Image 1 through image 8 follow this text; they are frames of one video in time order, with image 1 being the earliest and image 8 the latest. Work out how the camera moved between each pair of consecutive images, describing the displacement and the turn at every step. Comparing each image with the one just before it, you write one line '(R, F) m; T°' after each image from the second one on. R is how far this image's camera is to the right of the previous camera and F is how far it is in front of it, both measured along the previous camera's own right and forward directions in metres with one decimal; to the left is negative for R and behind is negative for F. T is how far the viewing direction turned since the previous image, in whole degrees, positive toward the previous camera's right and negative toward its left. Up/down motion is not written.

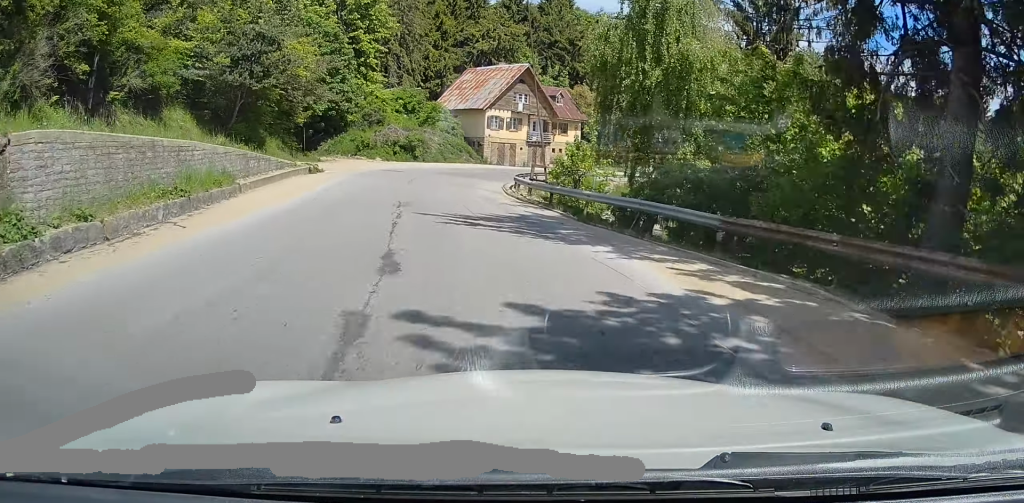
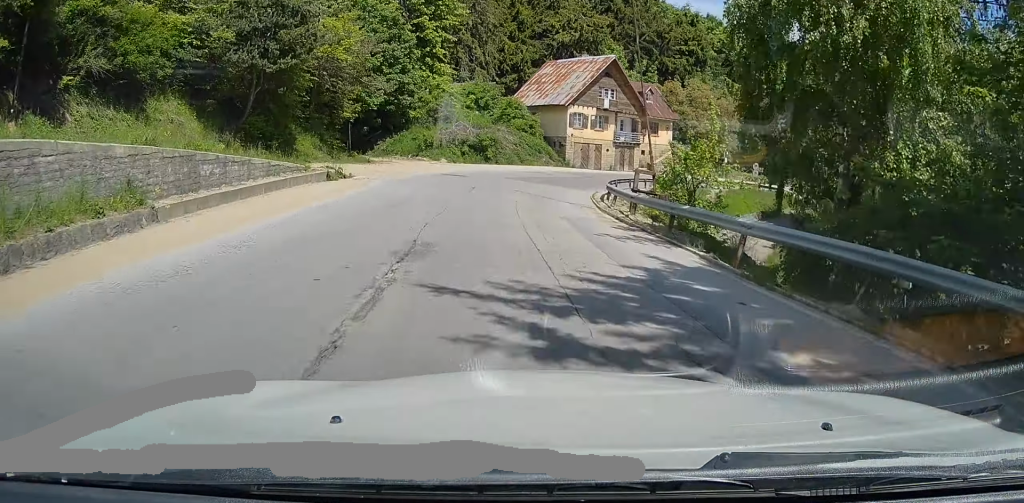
(-0.3, +7.7) m; -1°
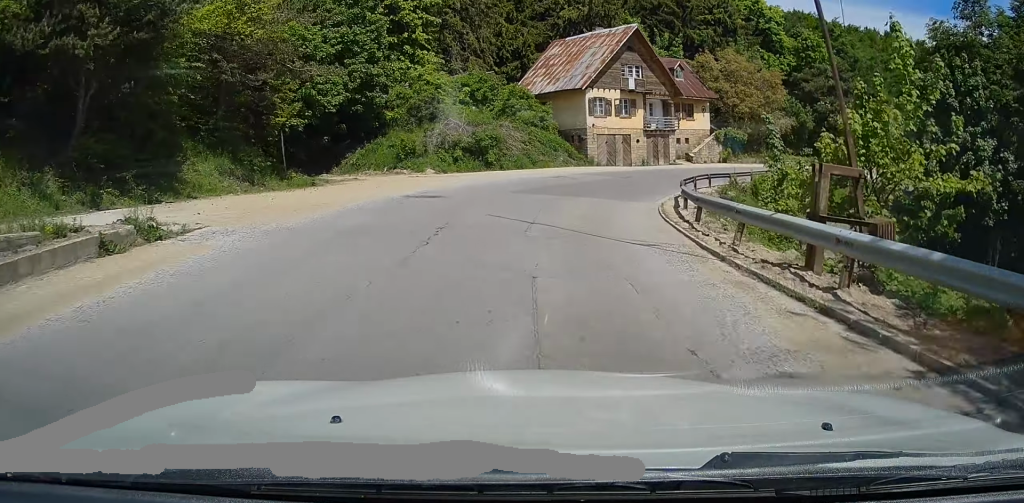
(-0.2, +11.9) m; +2°
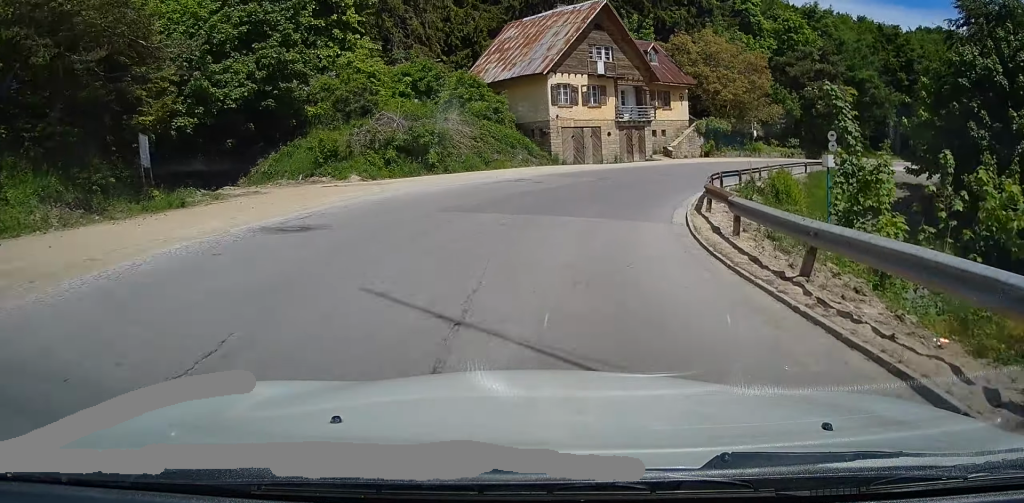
(-0.1, +7.5) m; +4°
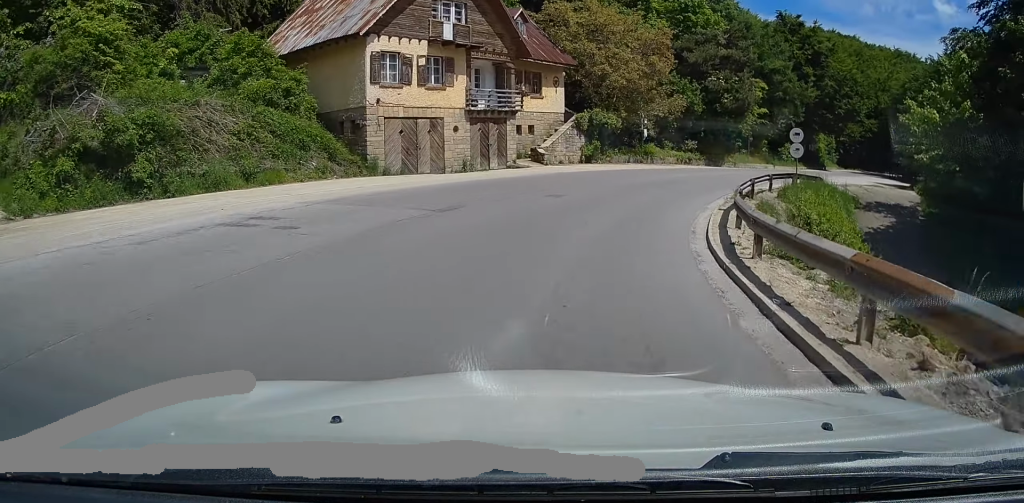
(+1.9, +14.0) m; +16°
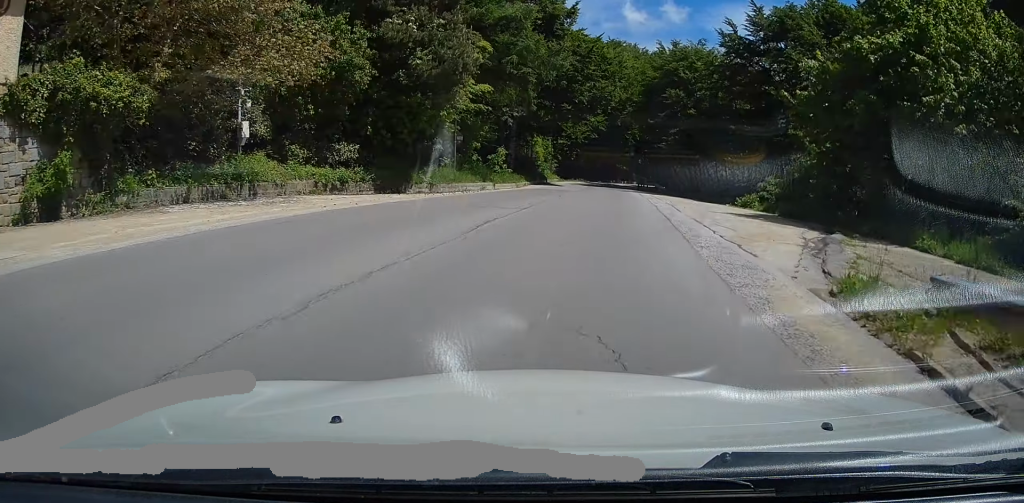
(+7.4, +25.8) m; +27°
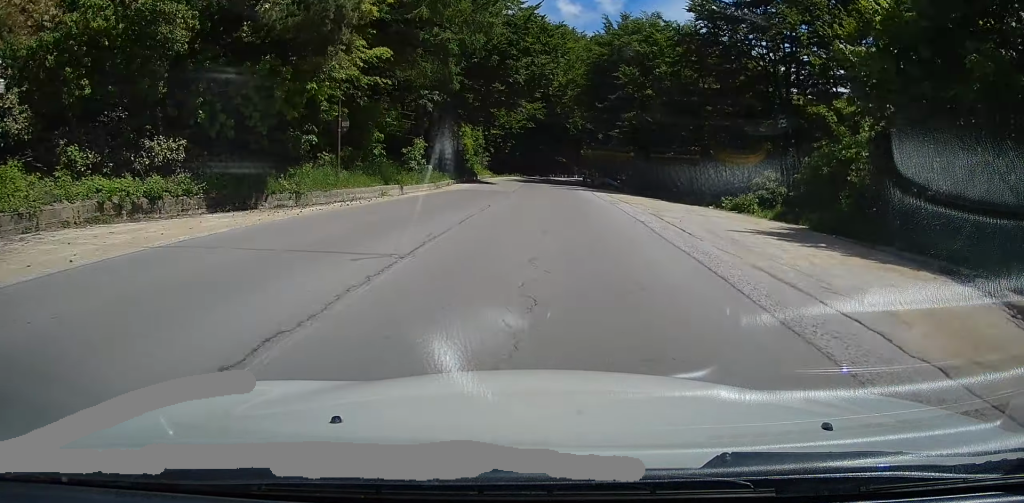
(+0.6, +10.2) m; +4°
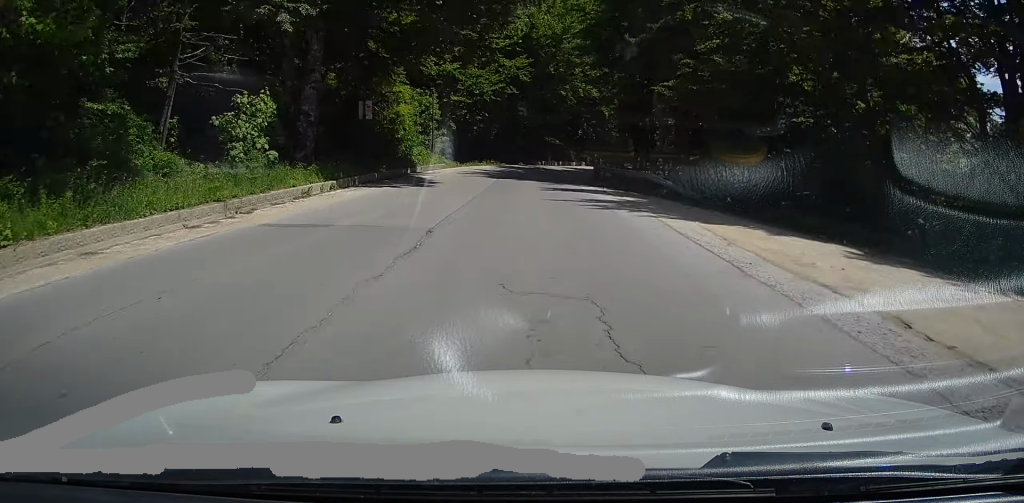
(+0.8, +24.3) m; 0°
